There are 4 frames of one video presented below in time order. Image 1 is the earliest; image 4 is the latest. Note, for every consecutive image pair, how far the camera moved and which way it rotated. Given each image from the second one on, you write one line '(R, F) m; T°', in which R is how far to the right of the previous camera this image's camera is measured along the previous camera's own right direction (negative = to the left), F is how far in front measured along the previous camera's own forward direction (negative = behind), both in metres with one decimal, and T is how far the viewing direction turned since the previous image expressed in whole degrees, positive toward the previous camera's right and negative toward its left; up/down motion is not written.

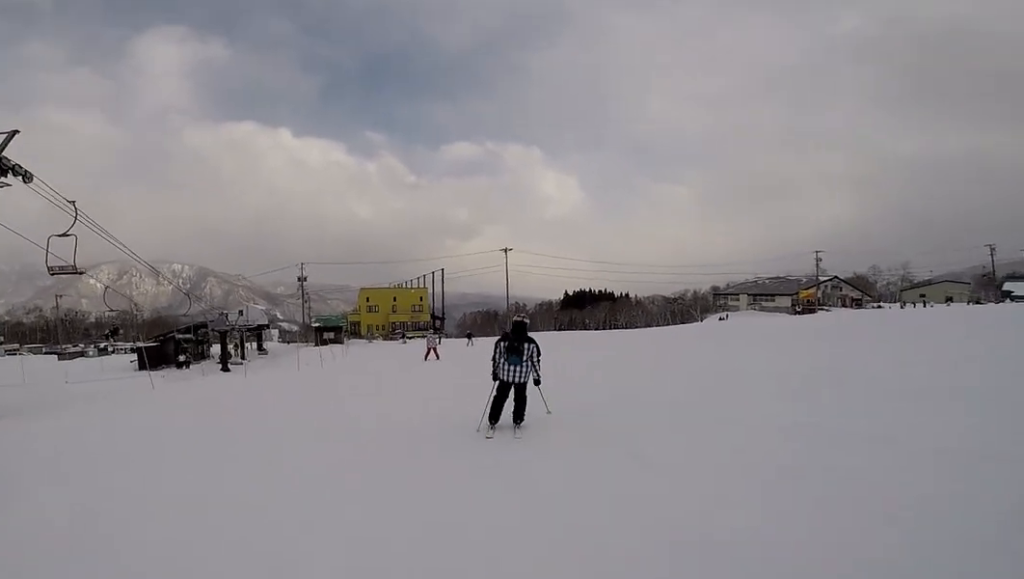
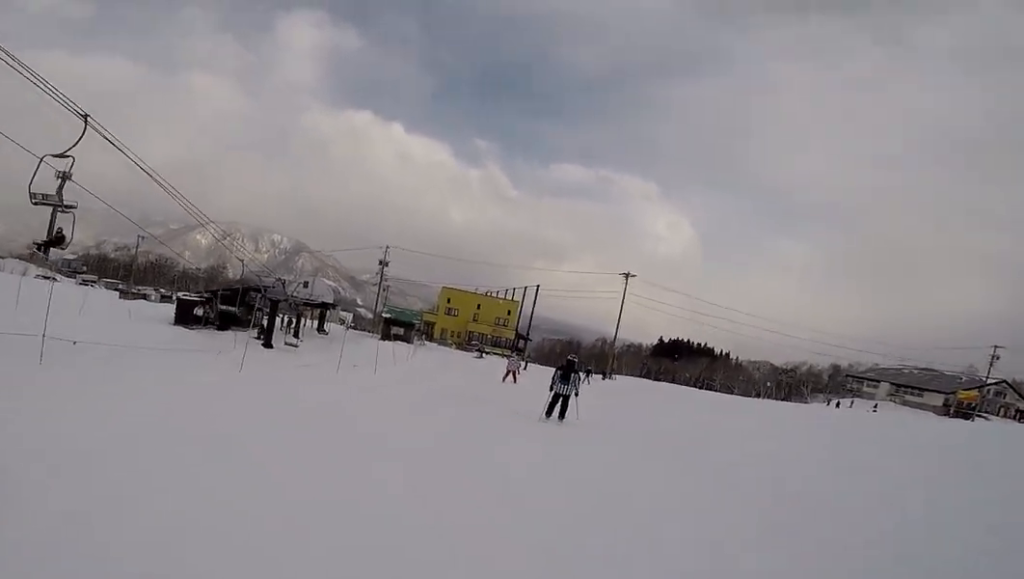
(+0.6, +8.4) m; -1°
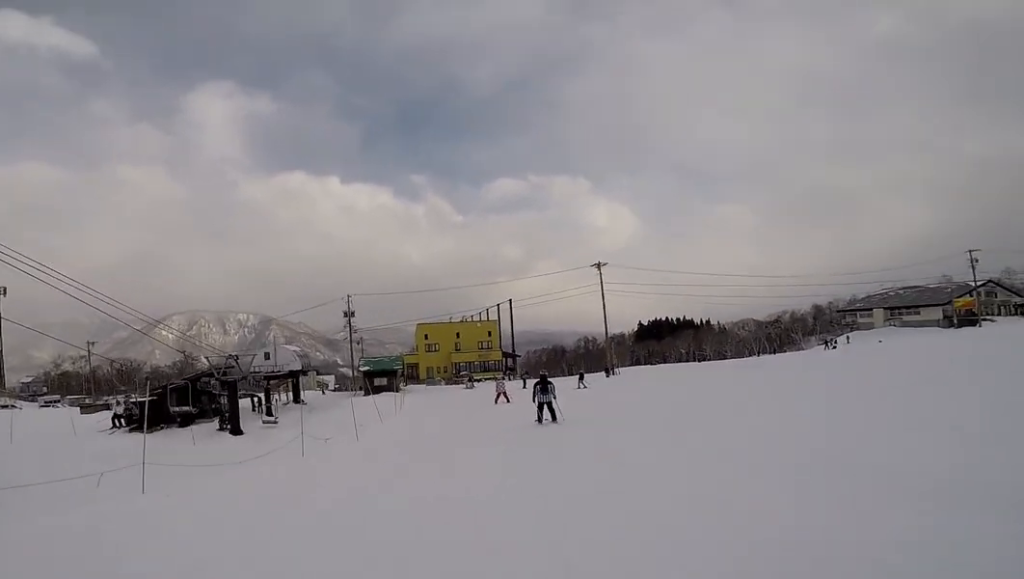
(-0.4, +4.2) m; -6°
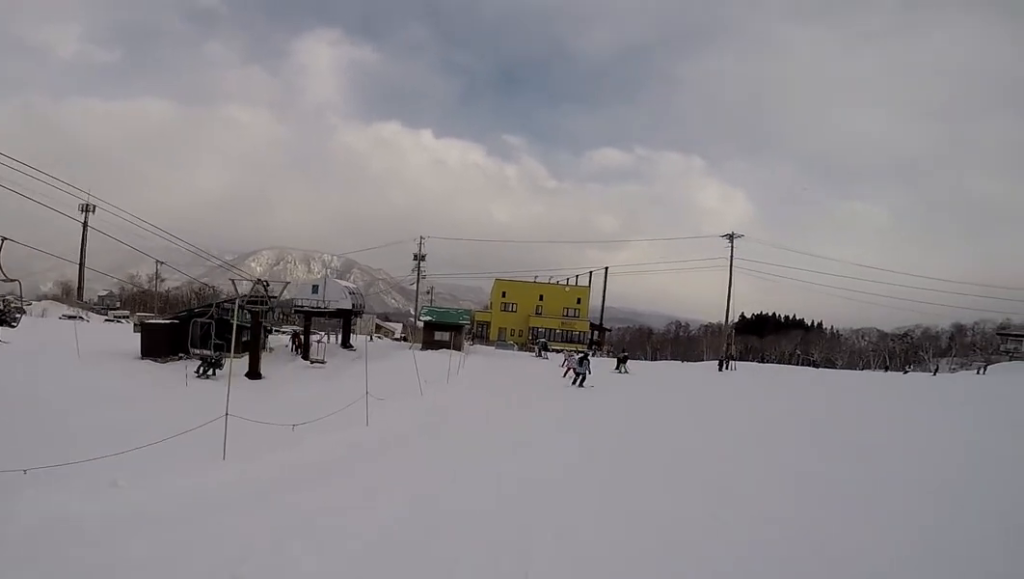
(-0.1, +7.1) m; +2°
